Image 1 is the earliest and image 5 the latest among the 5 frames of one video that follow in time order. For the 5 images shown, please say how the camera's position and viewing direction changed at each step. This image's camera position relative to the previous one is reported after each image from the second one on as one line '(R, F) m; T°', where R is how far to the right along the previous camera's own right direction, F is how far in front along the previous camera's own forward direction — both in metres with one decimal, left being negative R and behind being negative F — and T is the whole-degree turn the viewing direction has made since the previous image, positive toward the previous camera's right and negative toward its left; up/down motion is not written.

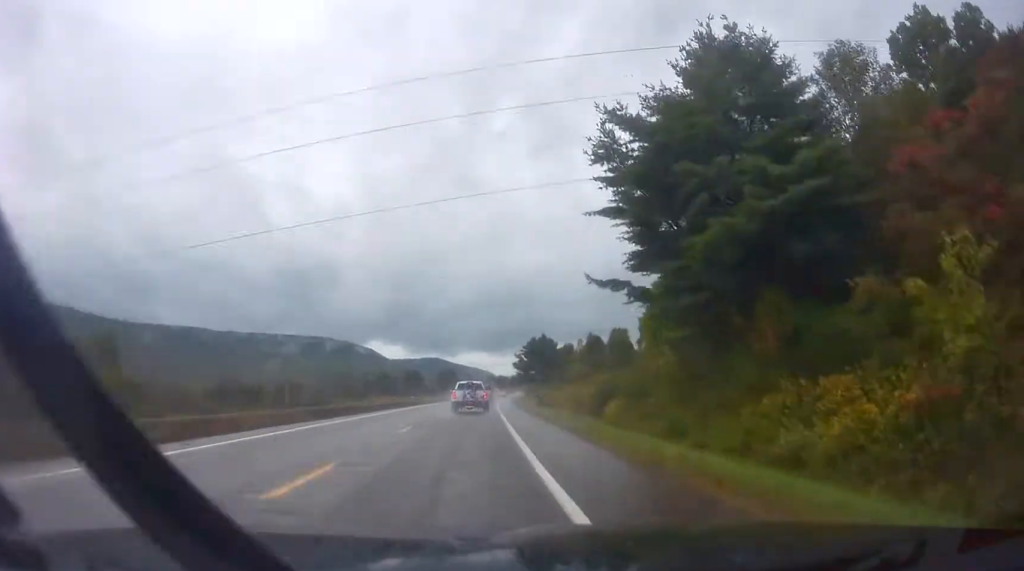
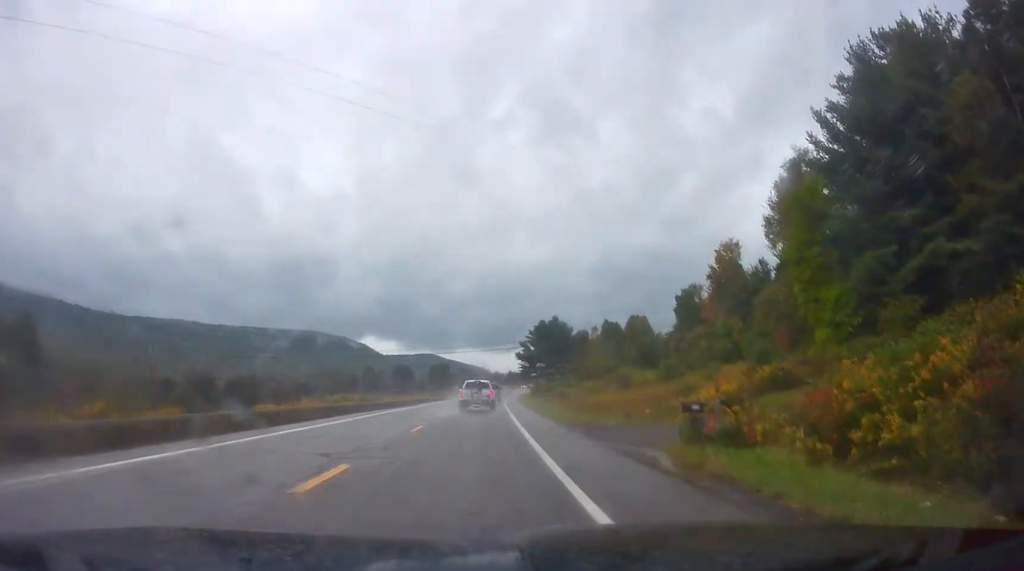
(-0.5, +34.9) m; -2°
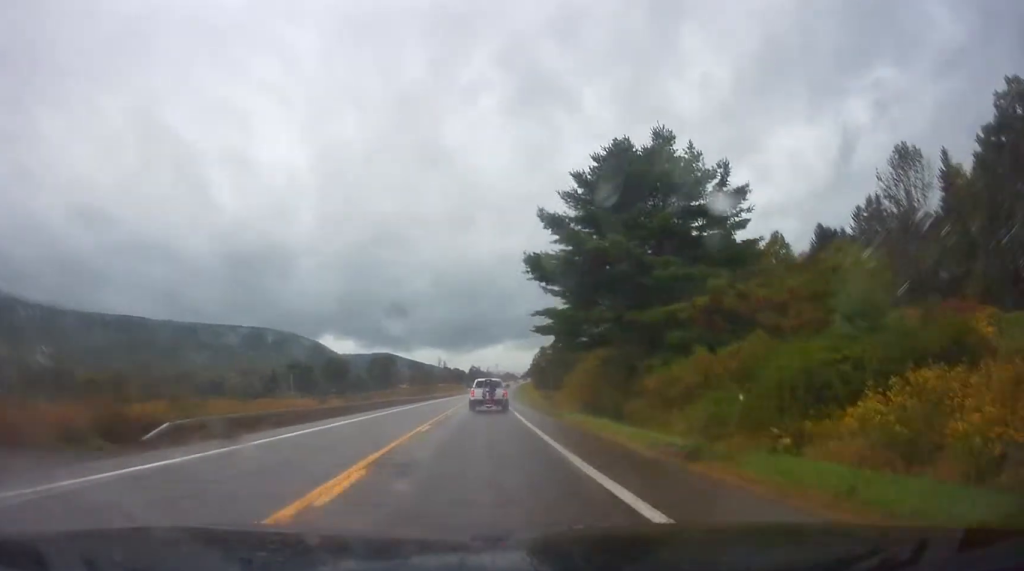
(+9.6, +98.1) m; +12°
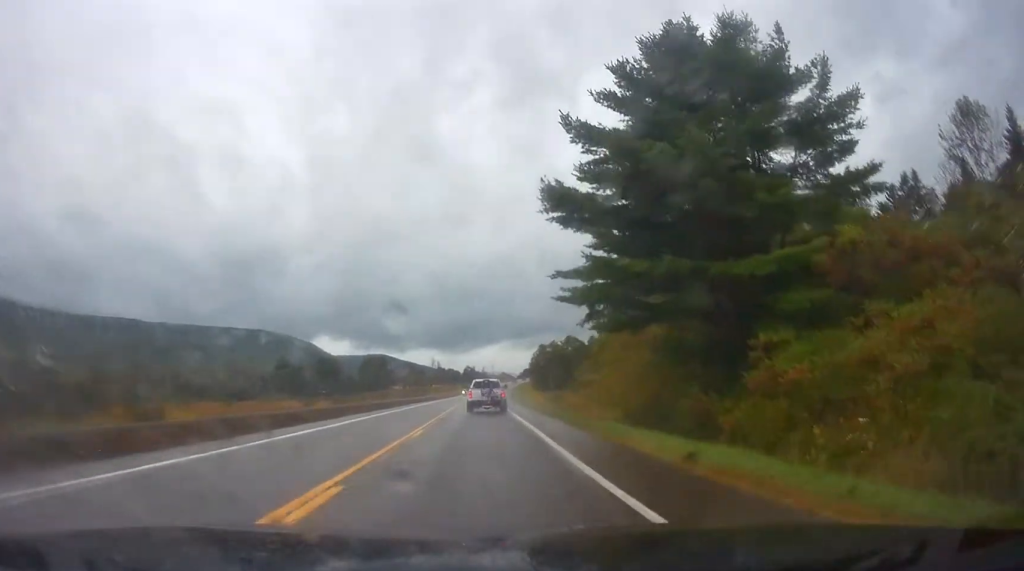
(-0.1, +13.4) m; -2°
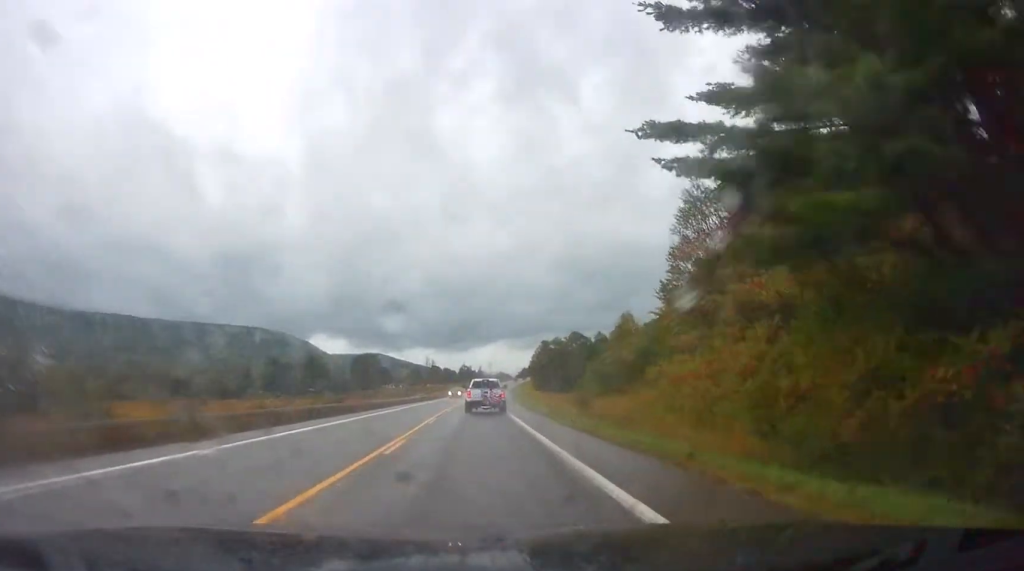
(-0.2, +15.8) m; -2°
